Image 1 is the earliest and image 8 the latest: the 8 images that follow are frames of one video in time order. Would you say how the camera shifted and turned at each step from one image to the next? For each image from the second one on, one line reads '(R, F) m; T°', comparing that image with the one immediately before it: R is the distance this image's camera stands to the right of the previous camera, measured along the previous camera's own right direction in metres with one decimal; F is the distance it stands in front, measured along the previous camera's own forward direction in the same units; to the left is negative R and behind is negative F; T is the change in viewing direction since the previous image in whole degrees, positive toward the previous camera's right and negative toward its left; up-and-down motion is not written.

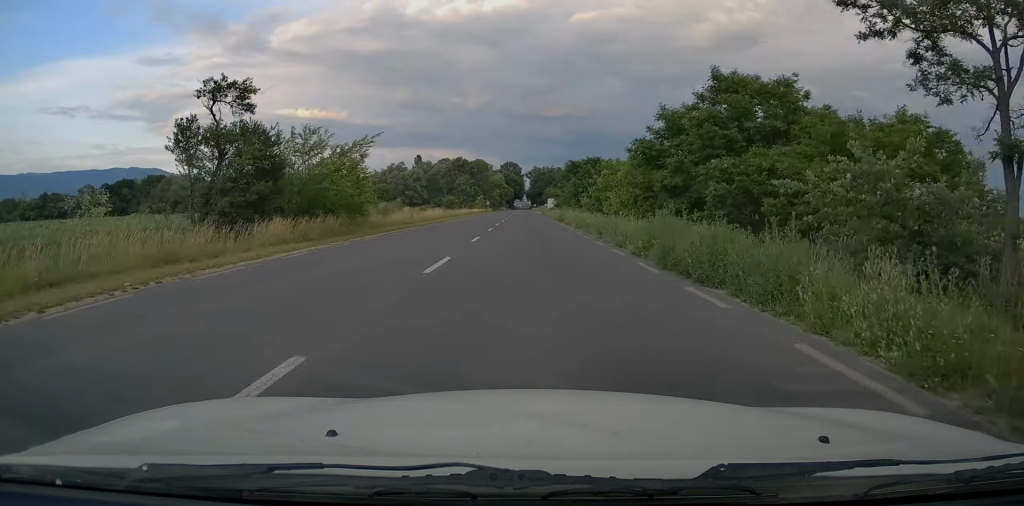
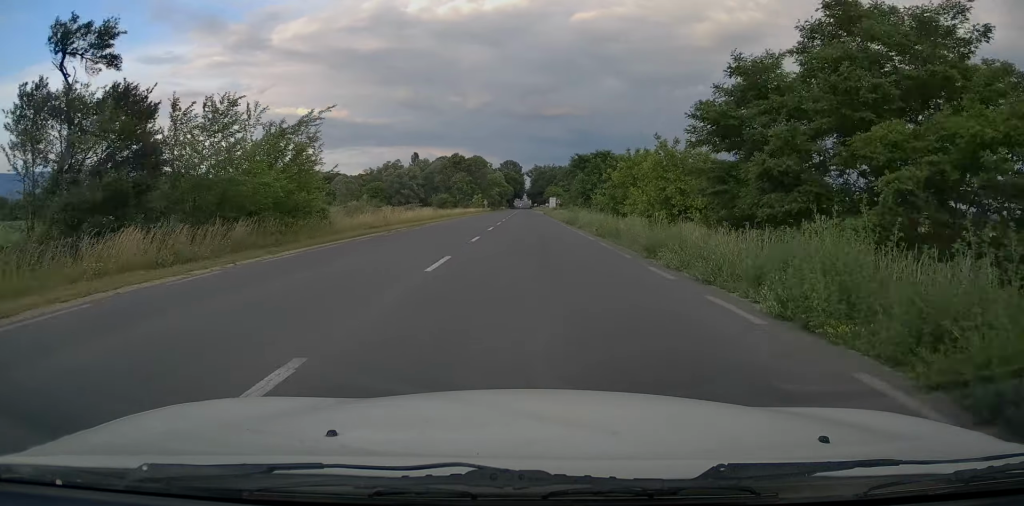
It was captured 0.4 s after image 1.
(0.0, +9.1) m; 0°
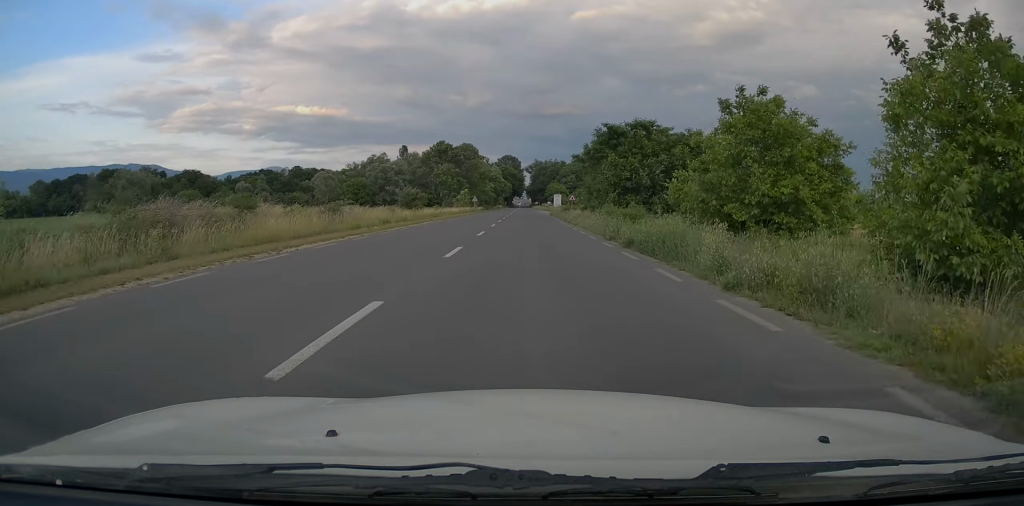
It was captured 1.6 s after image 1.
(+0.1, +24.4) m; 0°
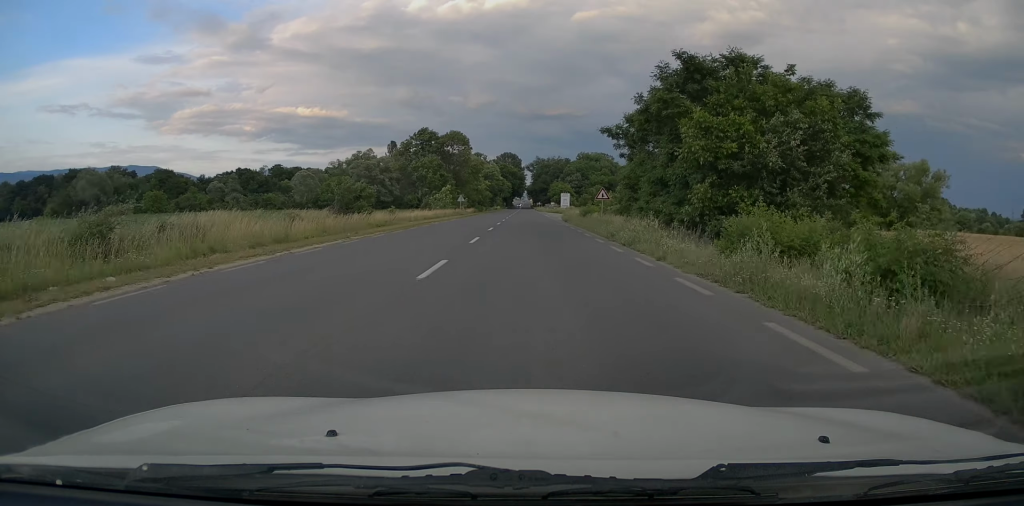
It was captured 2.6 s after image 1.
(0.0, +21.5) m; 0°
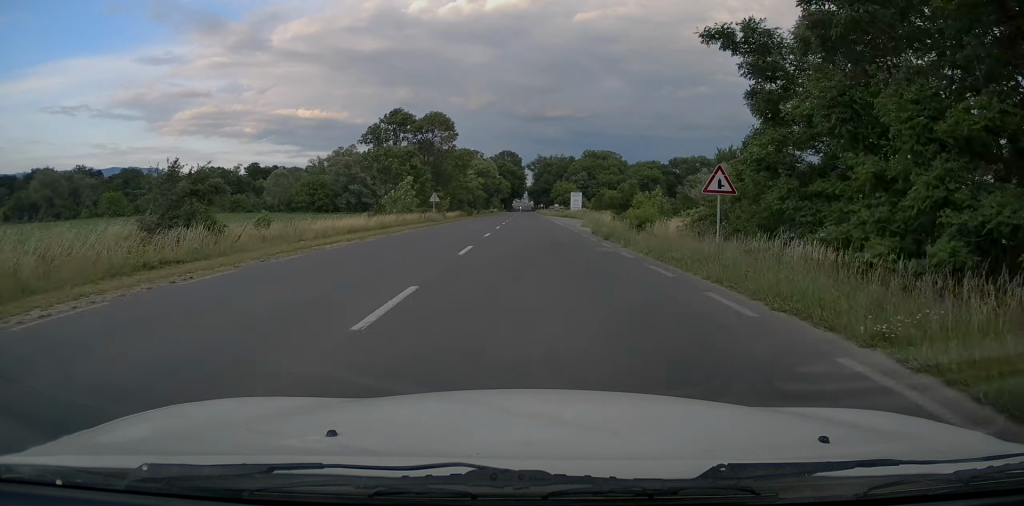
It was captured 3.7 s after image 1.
(0.0, +21.5) m; 0°
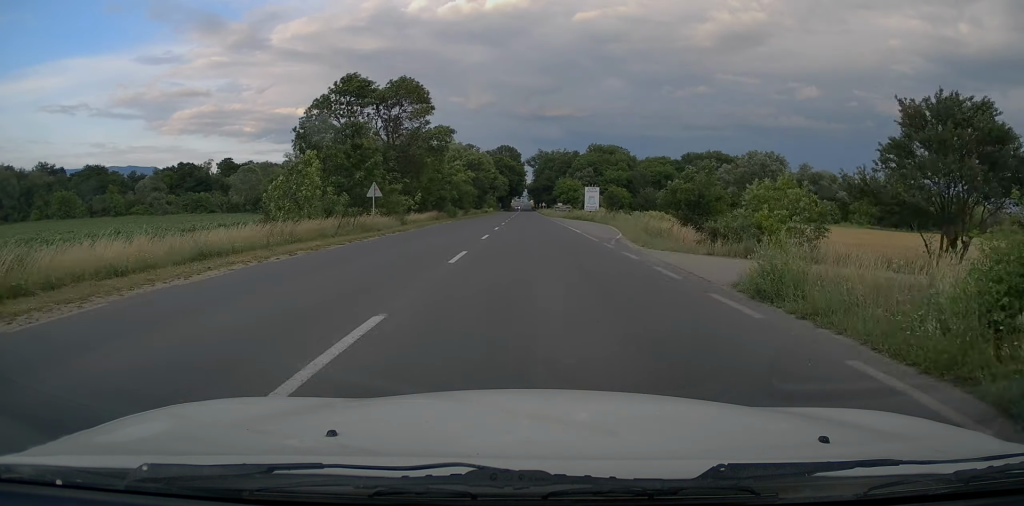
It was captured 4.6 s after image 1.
(0.0, +20.1) m; 0°
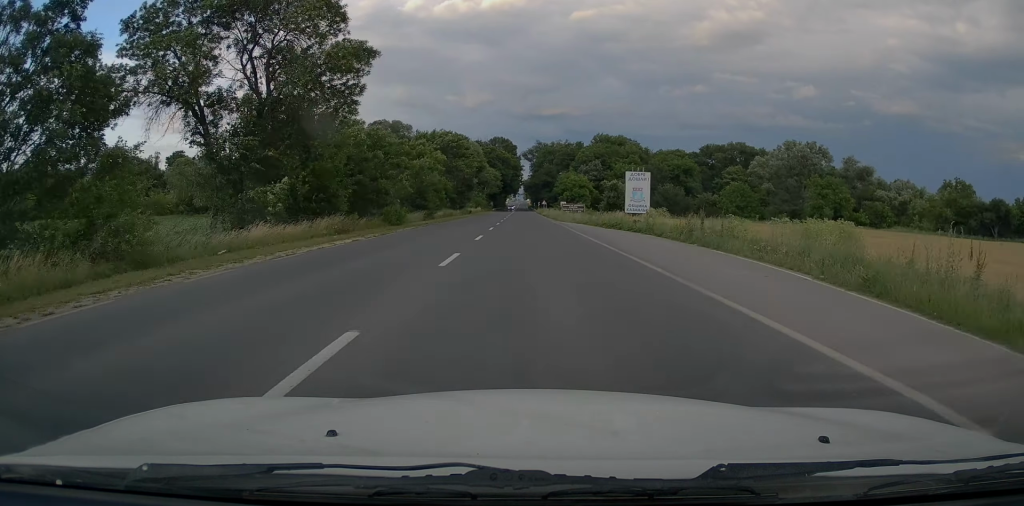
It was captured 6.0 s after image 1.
(+0.3, +27.8) m; +1°
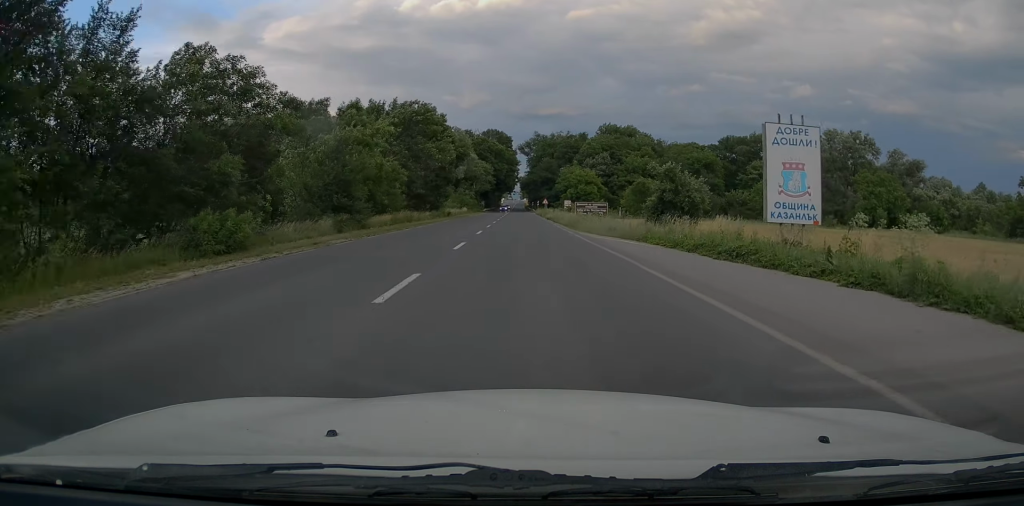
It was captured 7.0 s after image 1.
(0.0, +22.4) m; -1°
